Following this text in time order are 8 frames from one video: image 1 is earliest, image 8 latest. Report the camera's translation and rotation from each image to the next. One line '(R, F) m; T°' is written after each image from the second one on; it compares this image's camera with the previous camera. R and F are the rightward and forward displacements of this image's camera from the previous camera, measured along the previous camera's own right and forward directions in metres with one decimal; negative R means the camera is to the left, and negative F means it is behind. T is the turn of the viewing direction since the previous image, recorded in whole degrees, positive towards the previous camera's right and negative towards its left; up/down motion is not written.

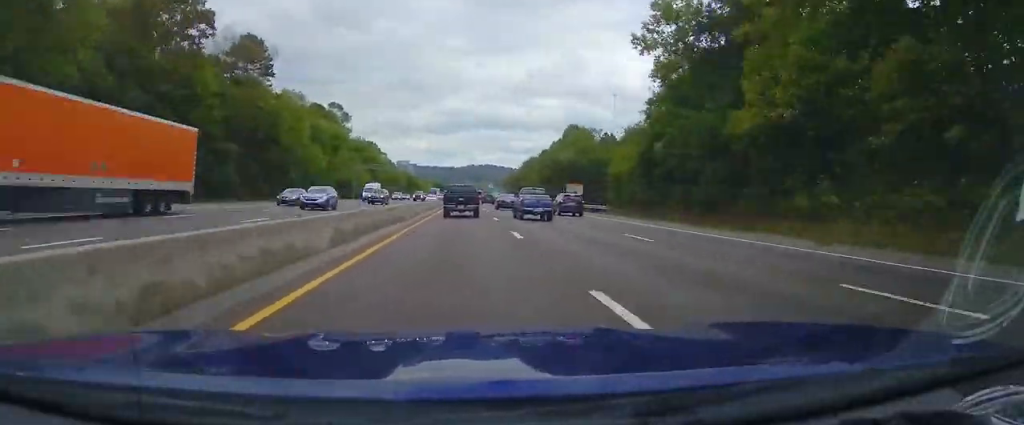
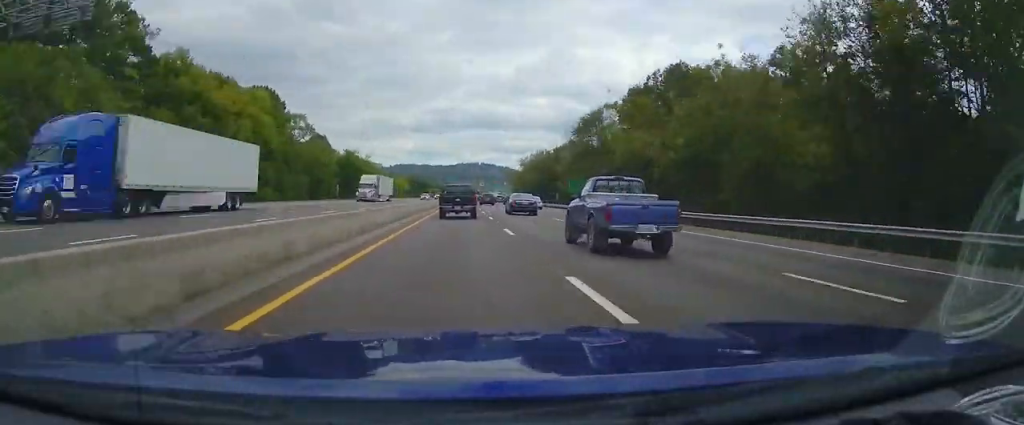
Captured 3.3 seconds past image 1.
(+0.5, +107.8) m; +1°
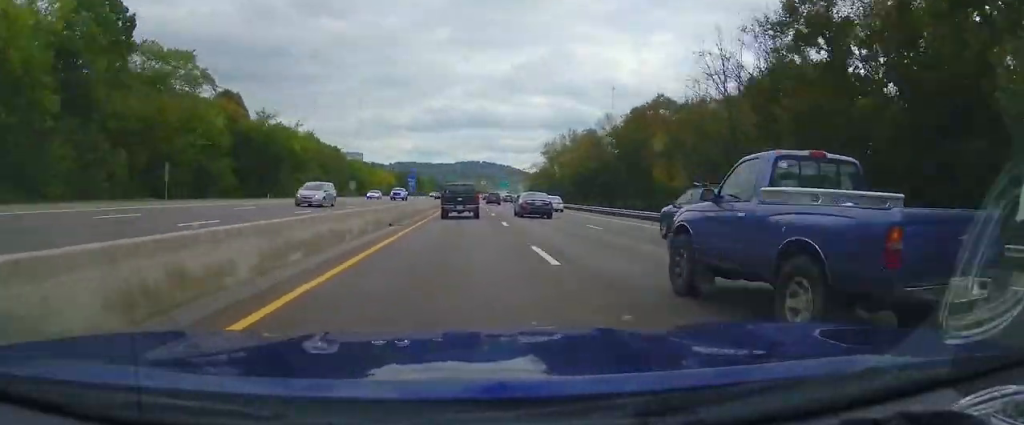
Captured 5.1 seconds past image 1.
(-0.1, +55.9) m; +1°
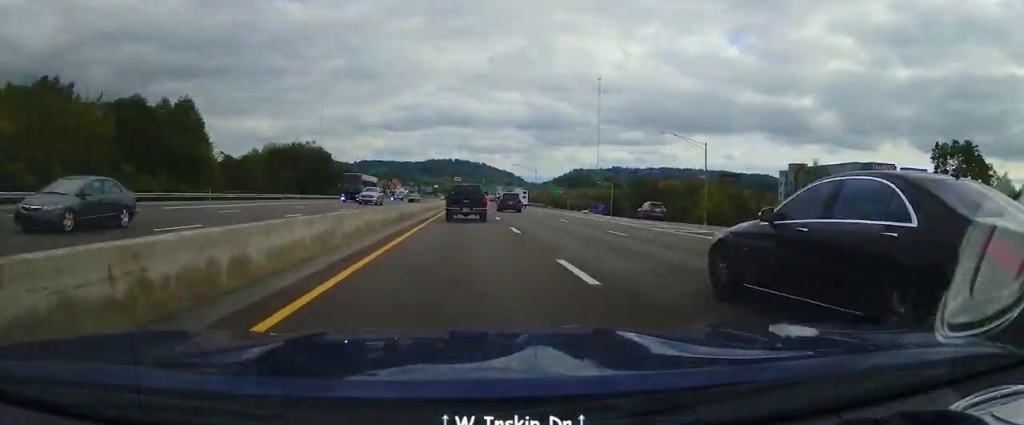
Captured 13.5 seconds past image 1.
(+7.8, +272.1) m; +3°
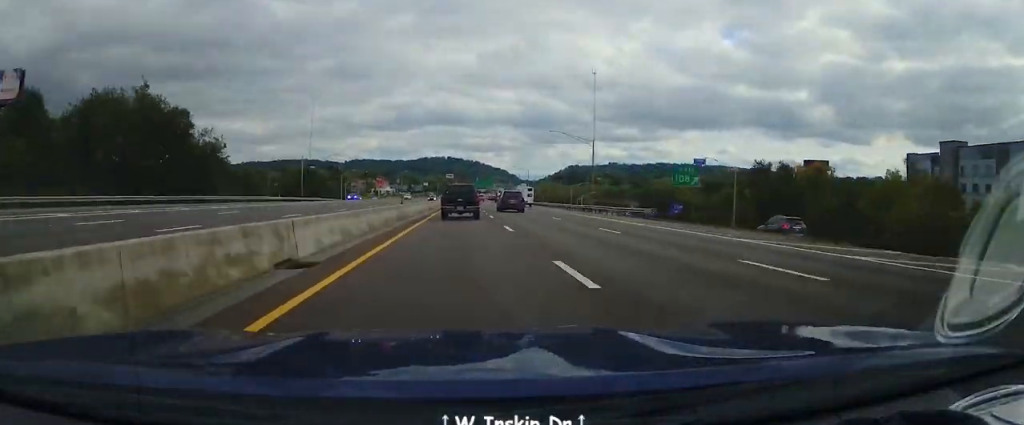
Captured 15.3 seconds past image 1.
(+0.3, +61.2) m; +1°
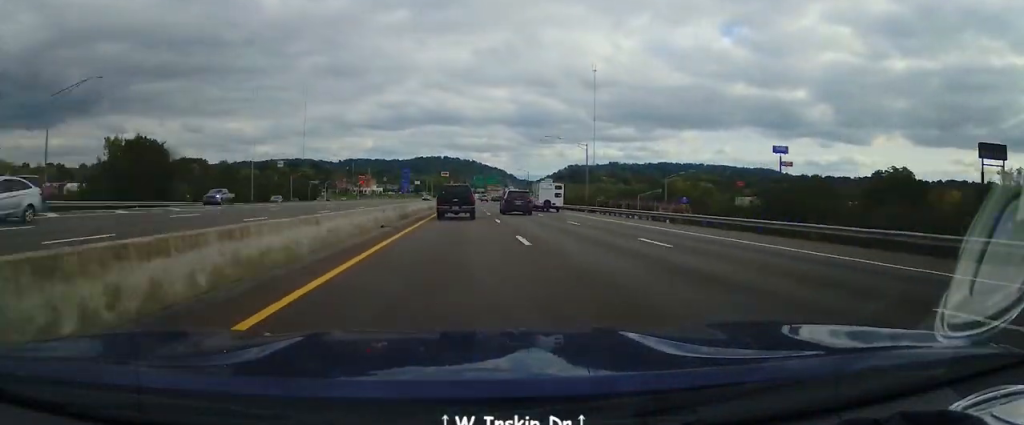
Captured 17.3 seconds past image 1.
(+0.1, +65.6) m; +1°
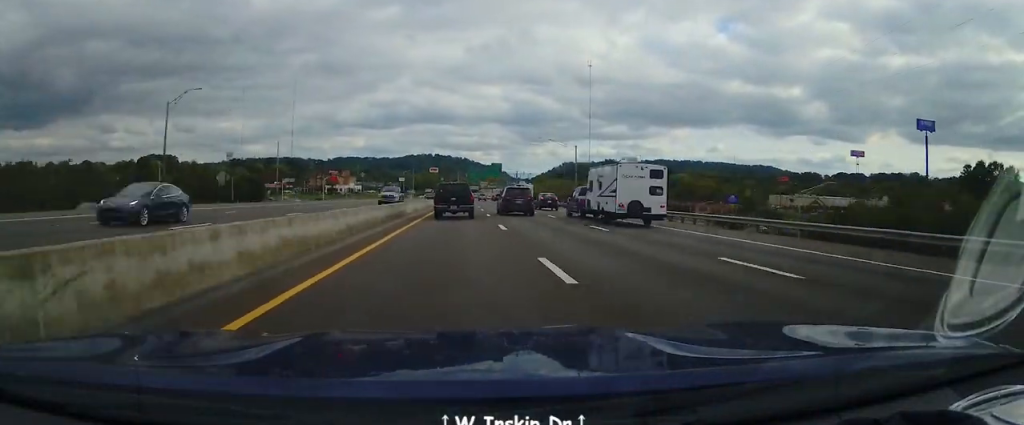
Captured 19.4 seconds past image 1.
(+0.5, +65.9) m; +1°
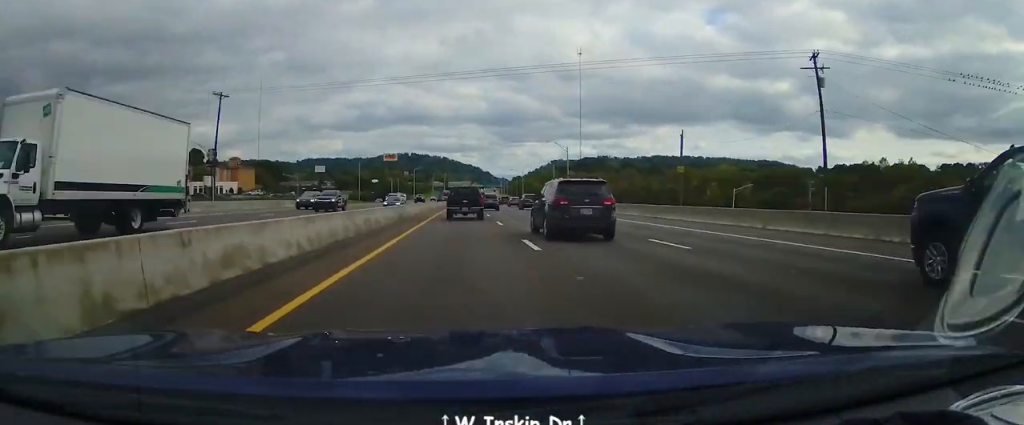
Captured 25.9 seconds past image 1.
(+2.9, +213.2) m; +2°
